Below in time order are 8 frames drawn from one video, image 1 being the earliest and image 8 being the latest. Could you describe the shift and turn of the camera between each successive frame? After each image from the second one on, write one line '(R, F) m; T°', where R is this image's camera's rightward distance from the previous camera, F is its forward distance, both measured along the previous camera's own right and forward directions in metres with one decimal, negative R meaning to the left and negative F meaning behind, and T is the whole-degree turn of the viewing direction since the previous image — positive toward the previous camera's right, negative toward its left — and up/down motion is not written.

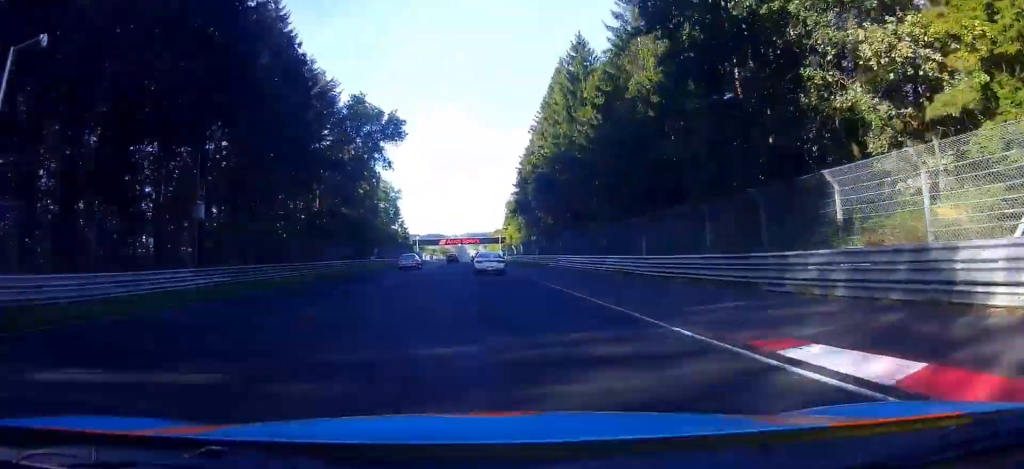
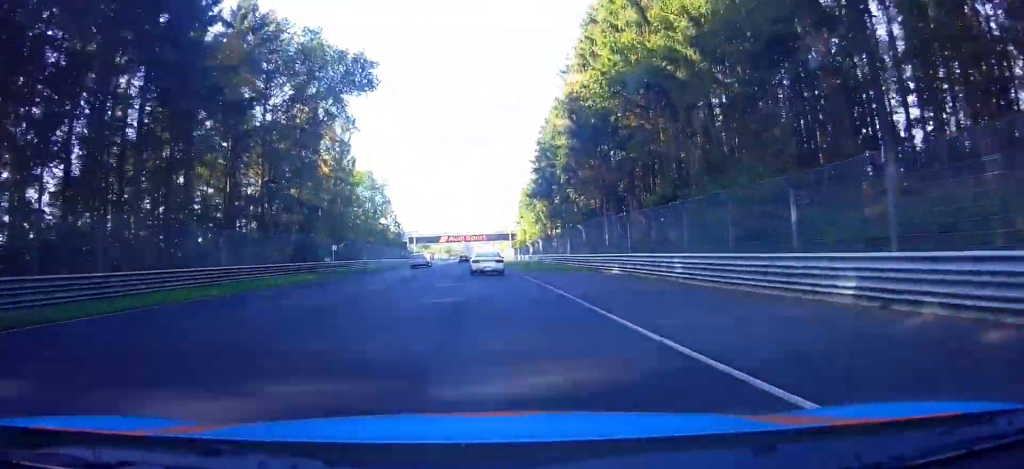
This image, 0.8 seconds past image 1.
(+0.9, +28.7) m; +2°
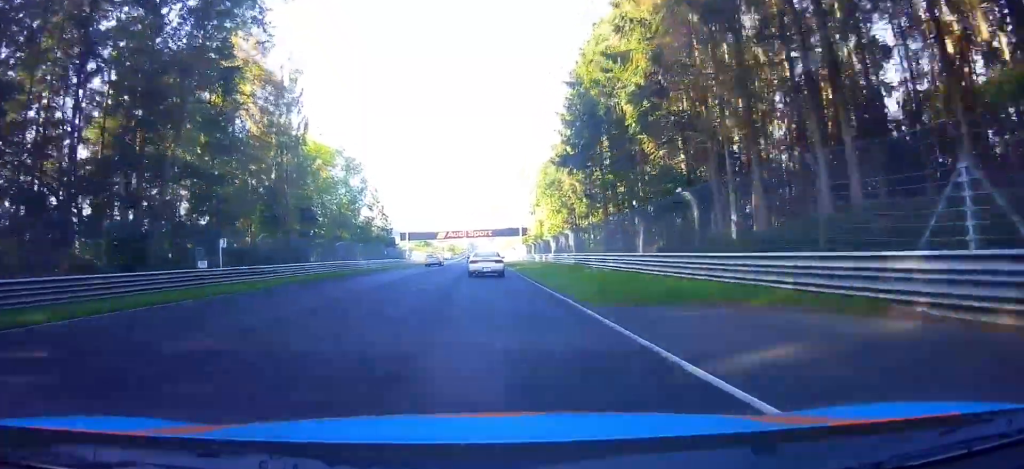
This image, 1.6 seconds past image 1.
(+0.4, +29.6) m; +1°
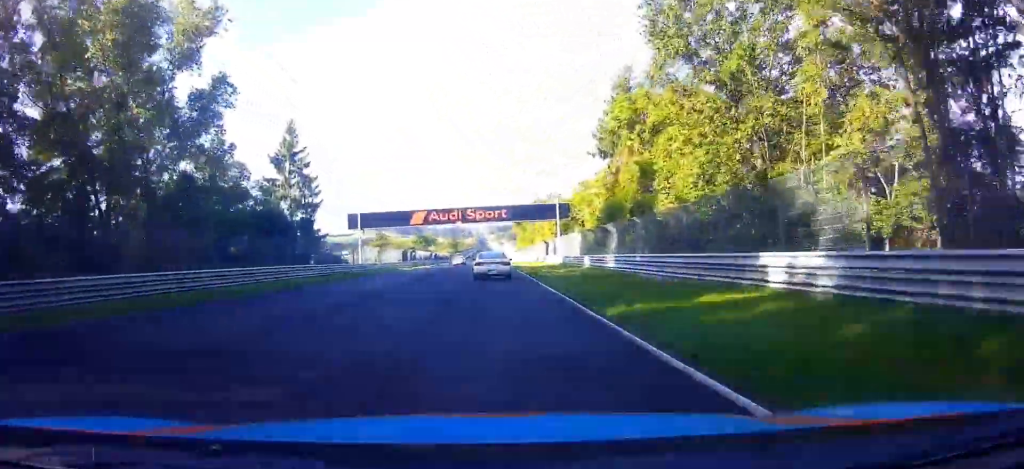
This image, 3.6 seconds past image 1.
(+0.2, +69.5) m; -1°
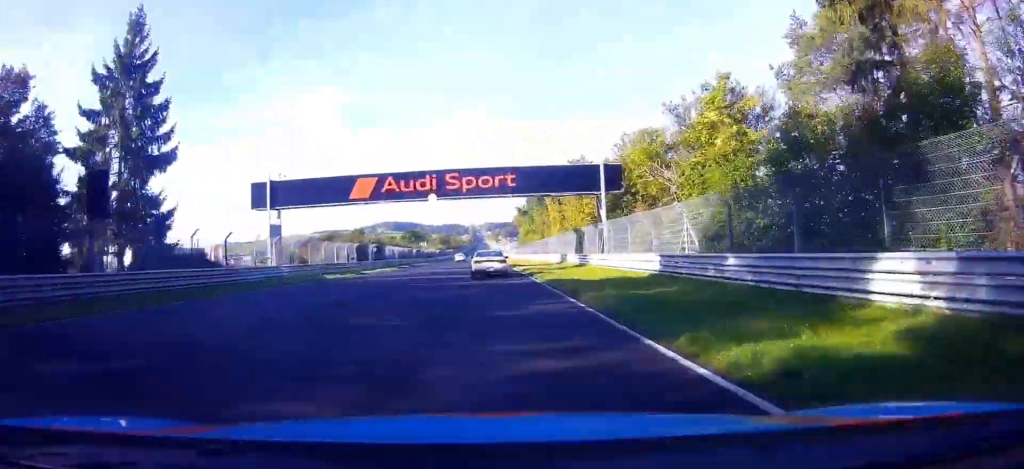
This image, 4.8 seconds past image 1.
(-0.9, +38.4) m; -1°
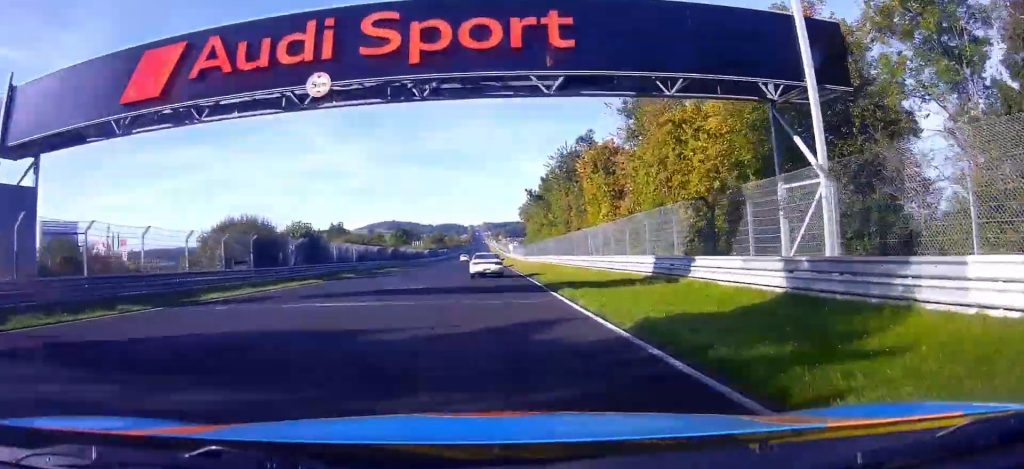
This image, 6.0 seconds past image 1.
(+0.1, +35.0) m; 0°
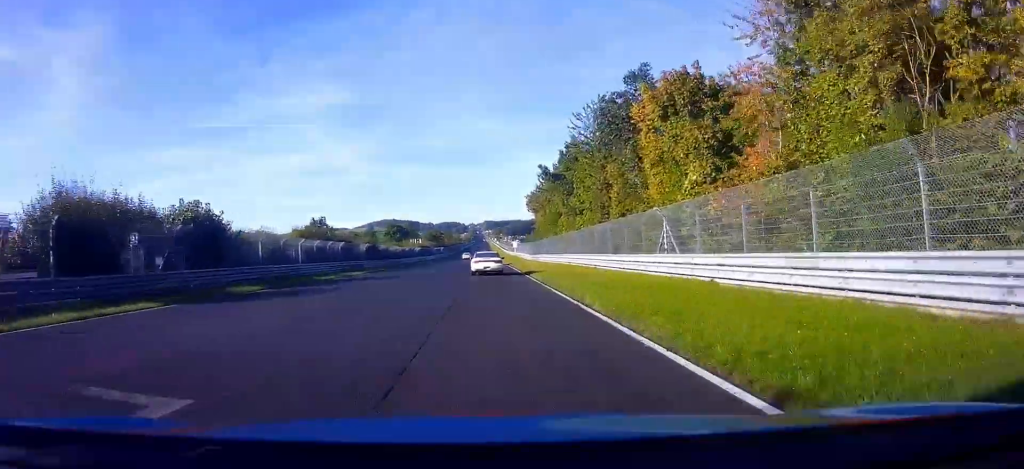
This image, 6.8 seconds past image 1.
(-0.1, +21.9) m; 0°
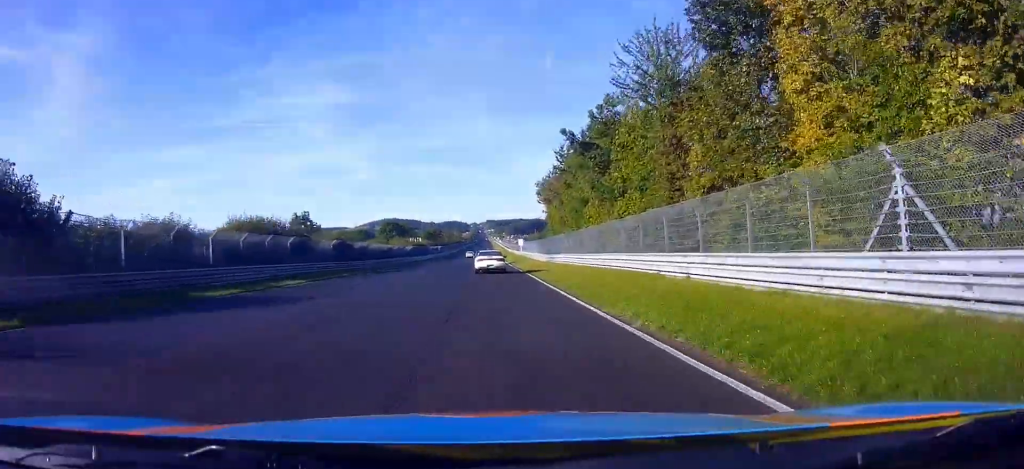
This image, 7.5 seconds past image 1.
(+0.1, +17.4) m; 0°
